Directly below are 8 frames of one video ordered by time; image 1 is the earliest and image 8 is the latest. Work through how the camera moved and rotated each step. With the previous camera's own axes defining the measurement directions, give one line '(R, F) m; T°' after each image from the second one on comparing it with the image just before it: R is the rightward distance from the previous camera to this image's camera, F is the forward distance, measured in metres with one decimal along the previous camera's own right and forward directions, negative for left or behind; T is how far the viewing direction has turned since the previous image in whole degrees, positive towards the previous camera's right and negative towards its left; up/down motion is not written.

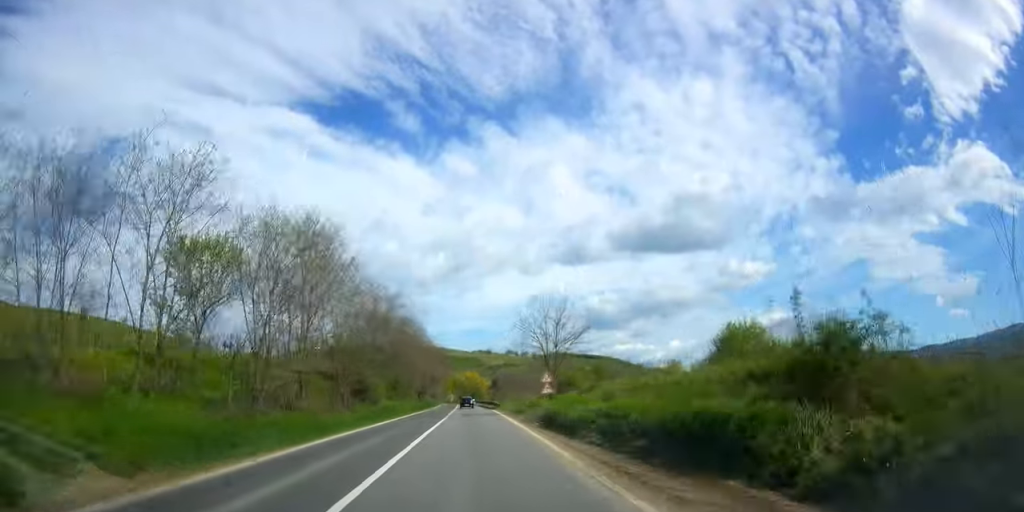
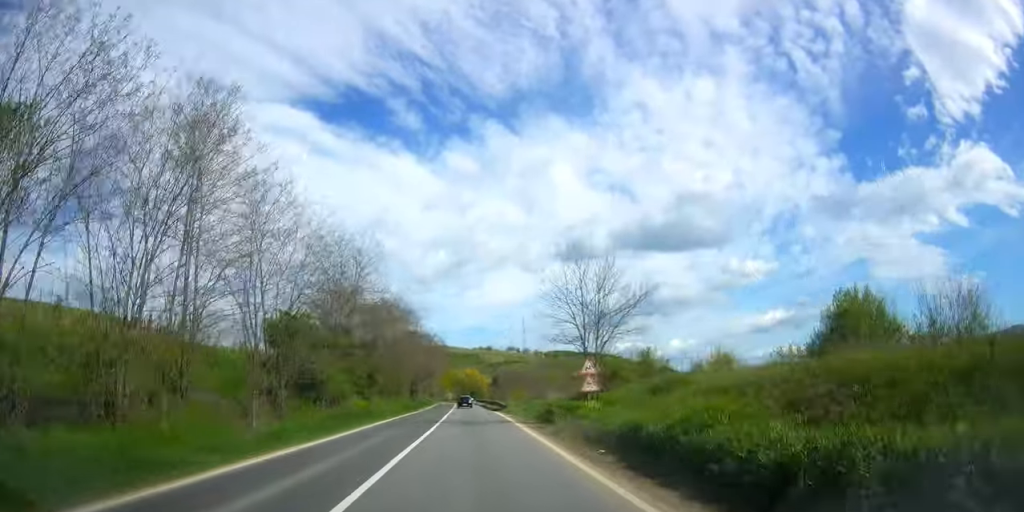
(0.0, +14.0) m; 0°
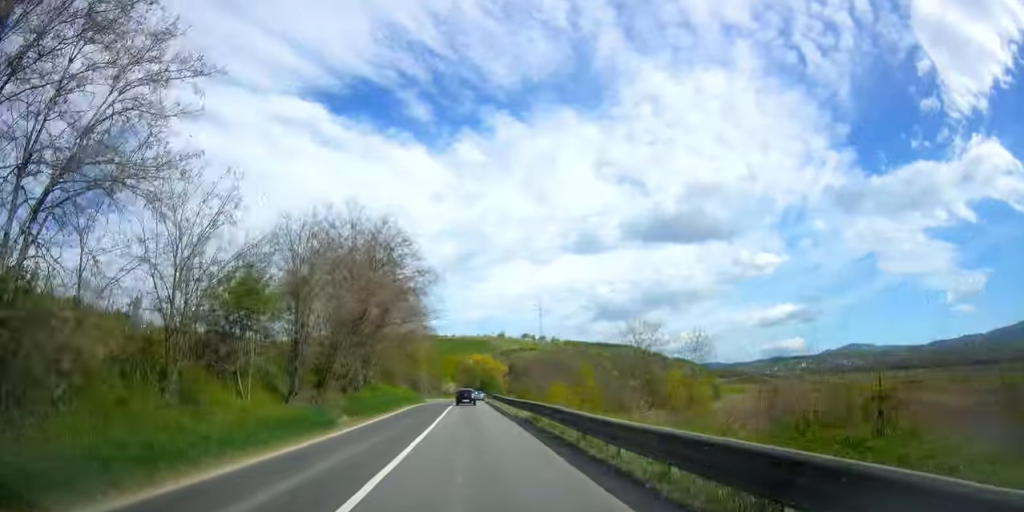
(0.0, +56.2) m; -1°
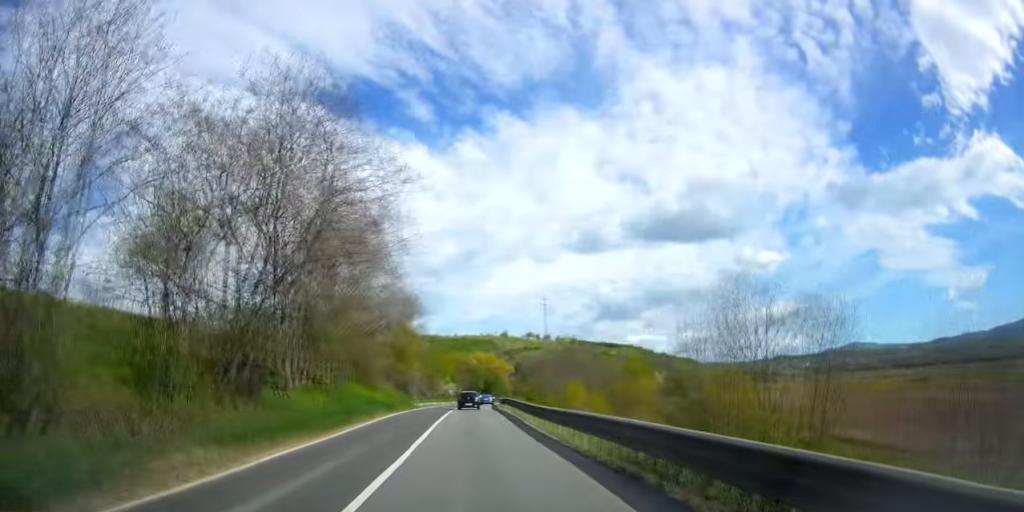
(0.0, +16.5) m; 0°
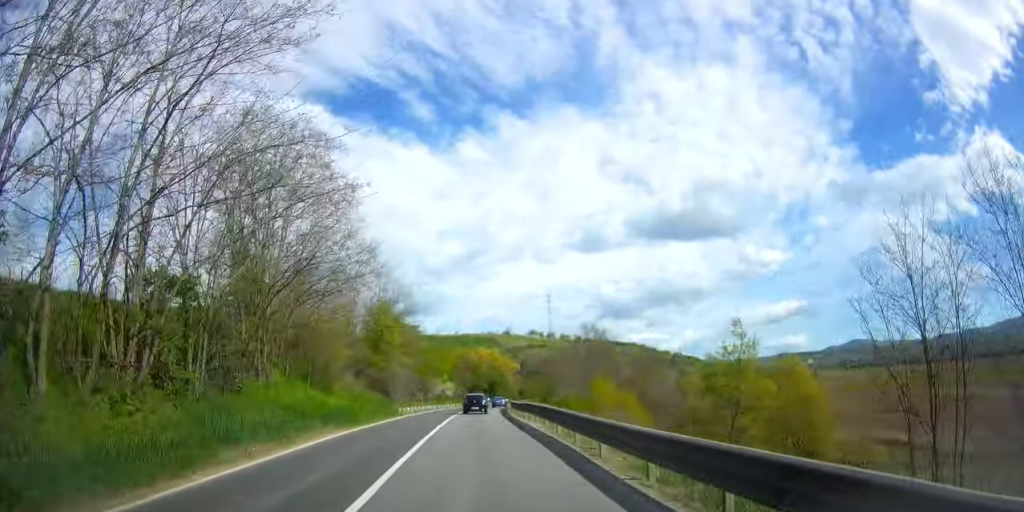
(-0.1, +16.8) m; 0°
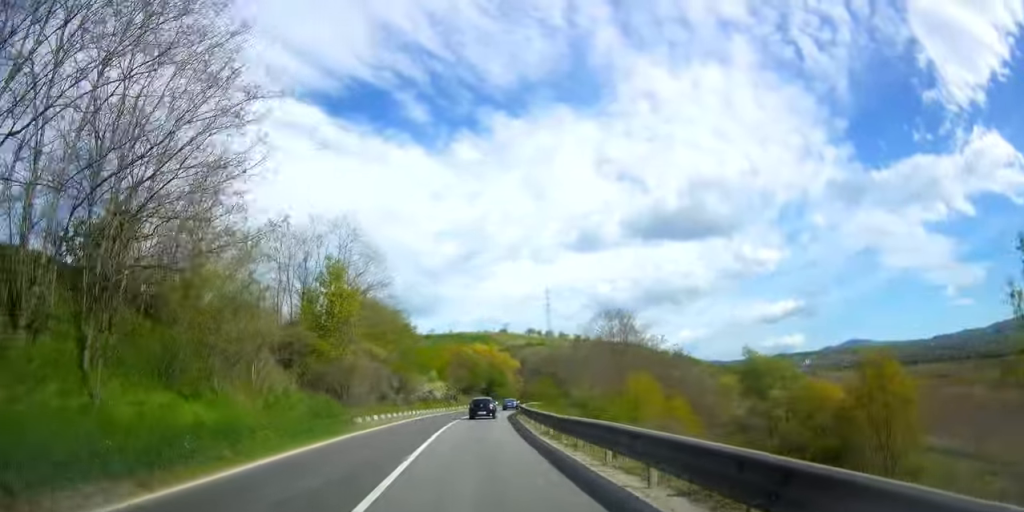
(-0.1, +17.4) m; 0°
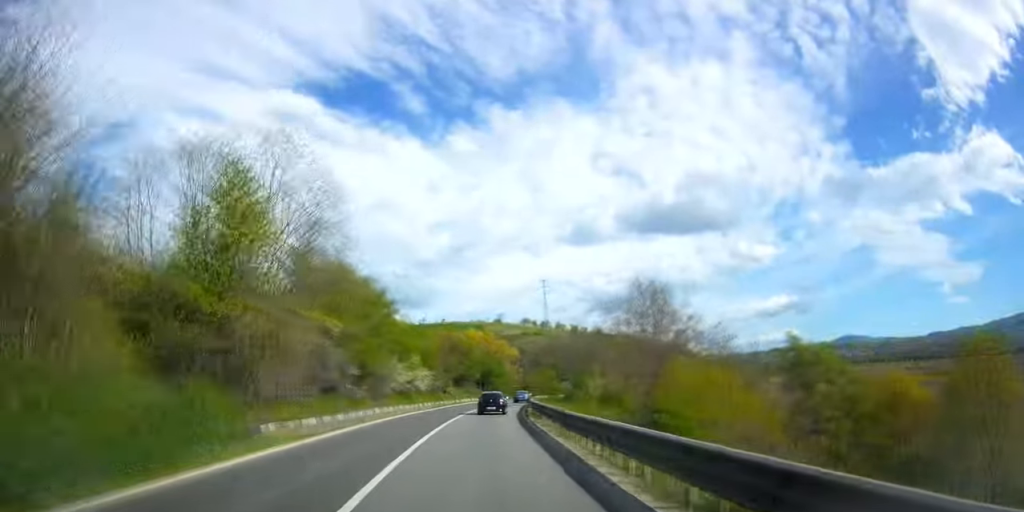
(-0.1, +15.1) m; +1°
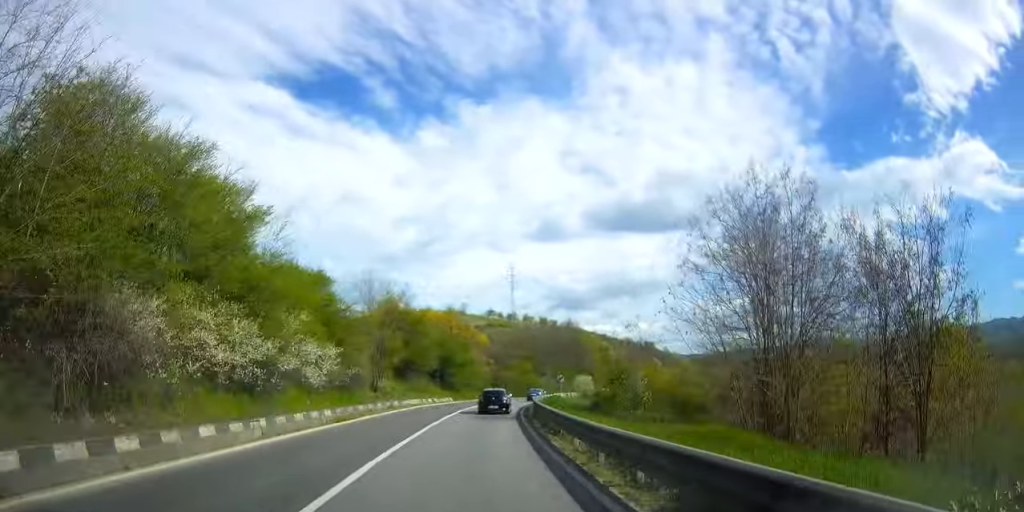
(+0.6, +29.3) m; +2°
